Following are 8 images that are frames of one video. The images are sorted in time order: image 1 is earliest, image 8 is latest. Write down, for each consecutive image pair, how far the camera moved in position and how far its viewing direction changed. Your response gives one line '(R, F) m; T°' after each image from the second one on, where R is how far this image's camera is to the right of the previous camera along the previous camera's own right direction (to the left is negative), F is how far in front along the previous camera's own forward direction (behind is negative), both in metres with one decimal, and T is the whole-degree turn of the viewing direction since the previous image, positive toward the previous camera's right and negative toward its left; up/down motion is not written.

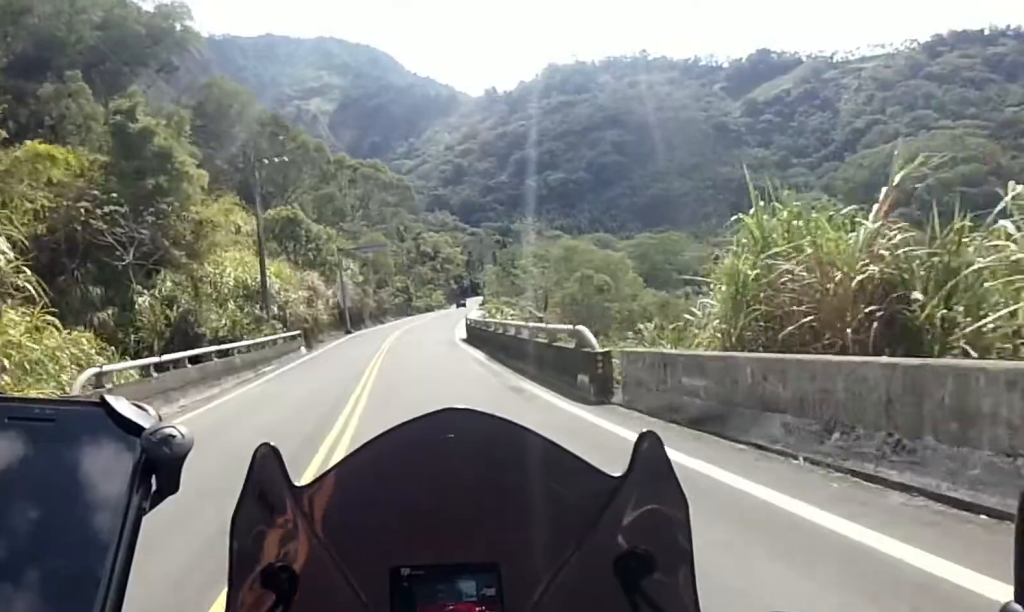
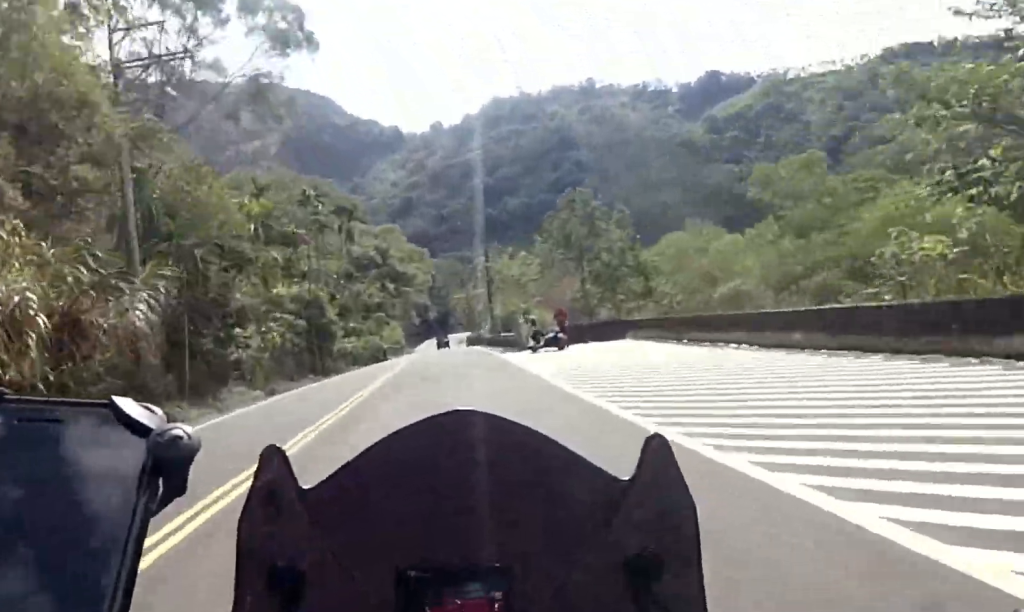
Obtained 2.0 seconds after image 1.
(+3.0, +49.4) m; +4°
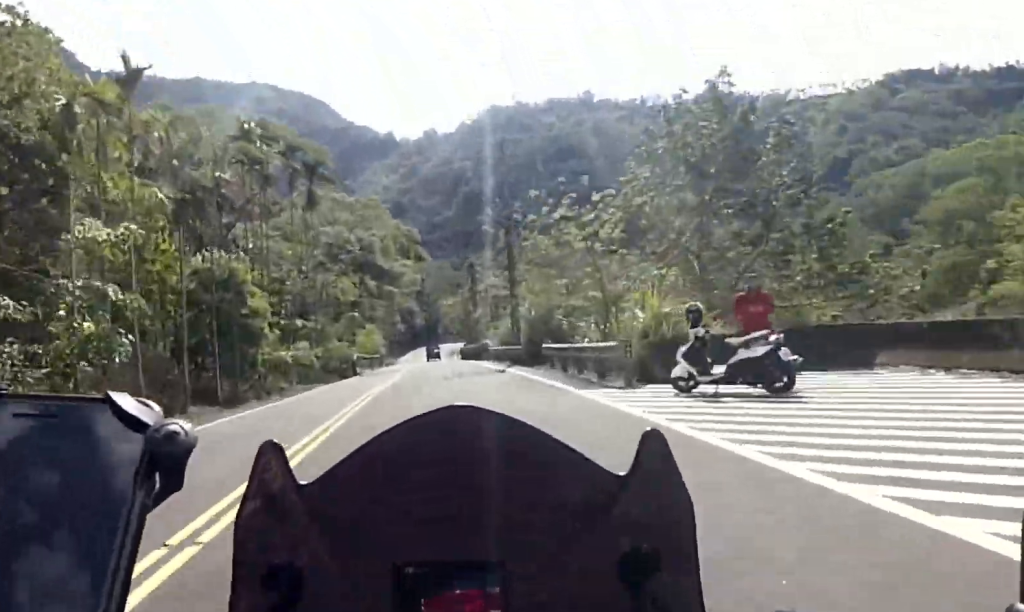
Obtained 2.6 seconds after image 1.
(-0.3, +14.6) m; -1°
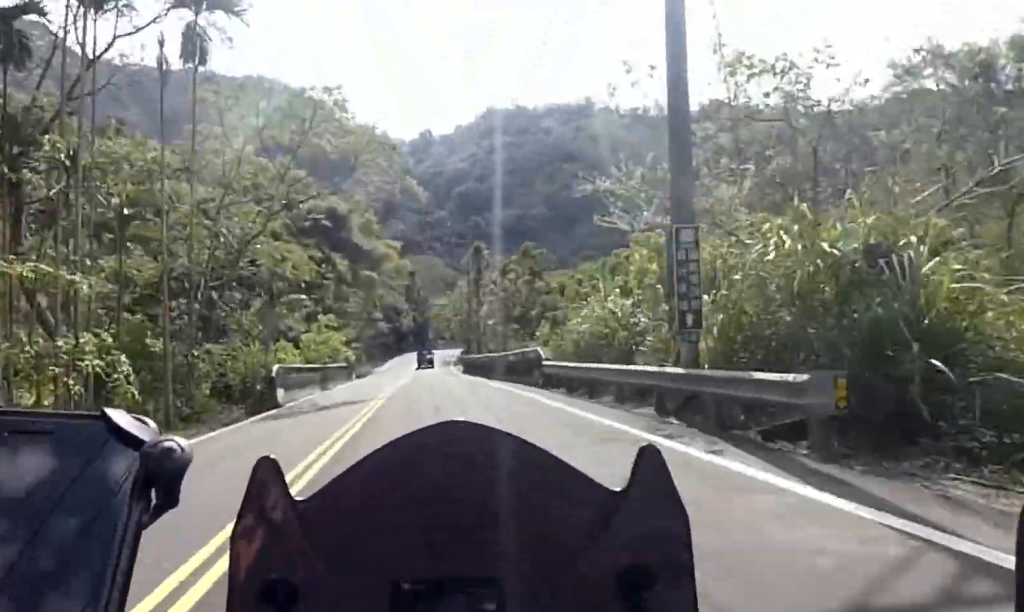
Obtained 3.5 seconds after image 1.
(-0.1, +17.6) m; +4°
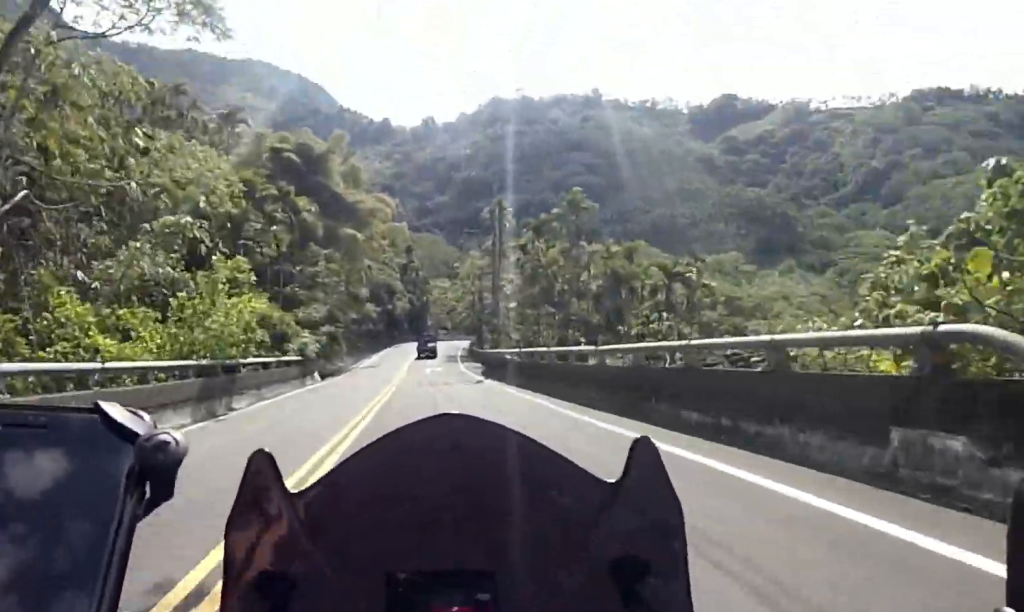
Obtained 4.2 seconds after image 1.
(+0.7, +13.9) m; +2°
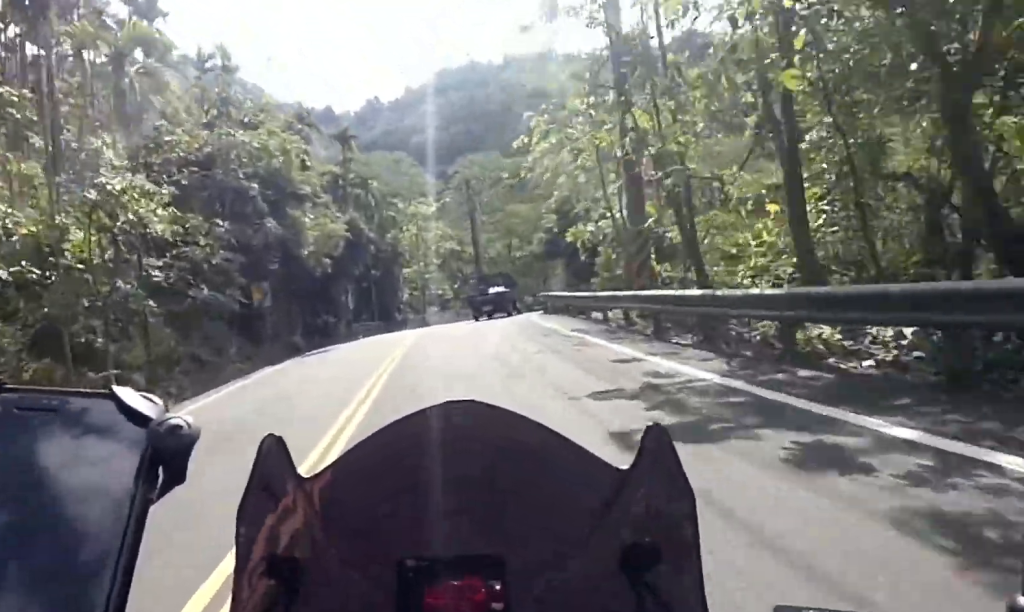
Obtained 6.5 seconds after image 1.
(+1.0, +38.0) m; +11°
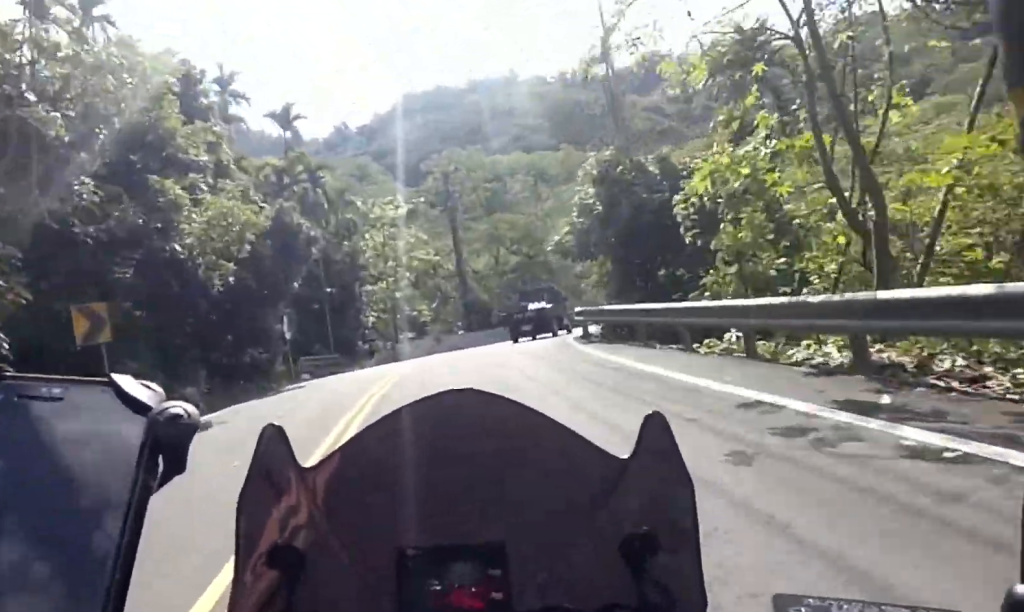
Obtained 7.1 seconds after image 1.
(+0.7, +8.1) m; +6°
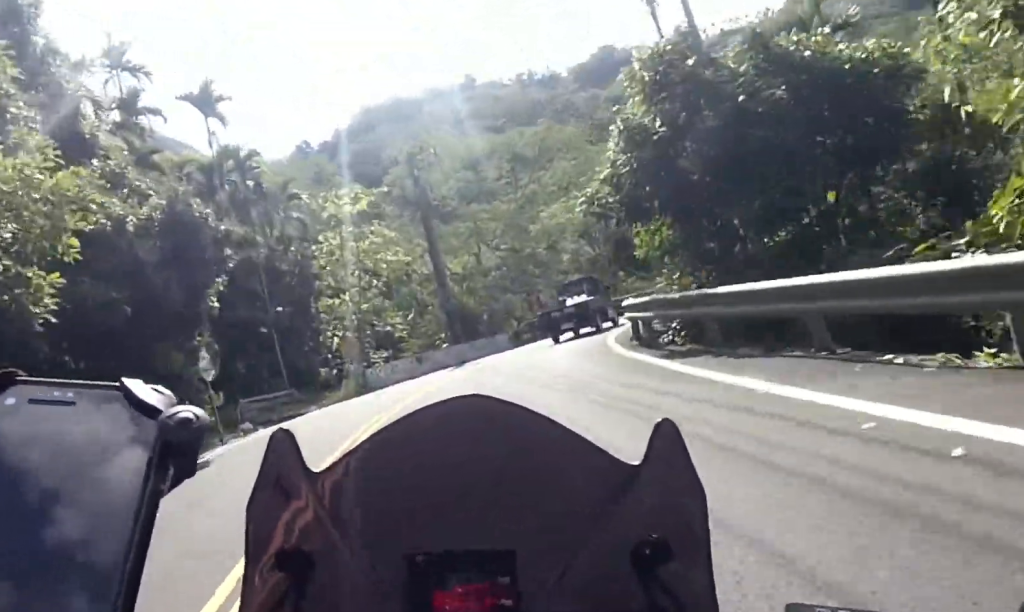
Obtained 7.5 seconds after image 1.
(+0.4, +5.5) m; +3°
